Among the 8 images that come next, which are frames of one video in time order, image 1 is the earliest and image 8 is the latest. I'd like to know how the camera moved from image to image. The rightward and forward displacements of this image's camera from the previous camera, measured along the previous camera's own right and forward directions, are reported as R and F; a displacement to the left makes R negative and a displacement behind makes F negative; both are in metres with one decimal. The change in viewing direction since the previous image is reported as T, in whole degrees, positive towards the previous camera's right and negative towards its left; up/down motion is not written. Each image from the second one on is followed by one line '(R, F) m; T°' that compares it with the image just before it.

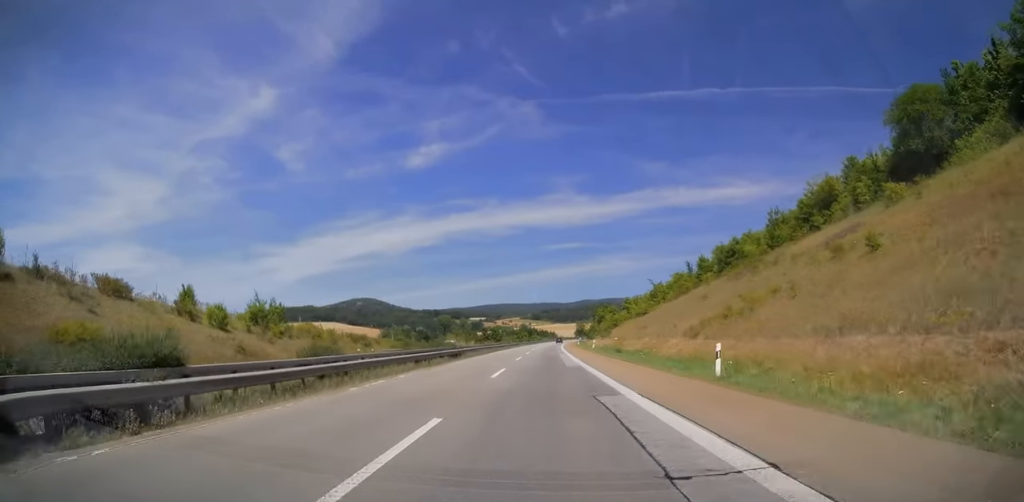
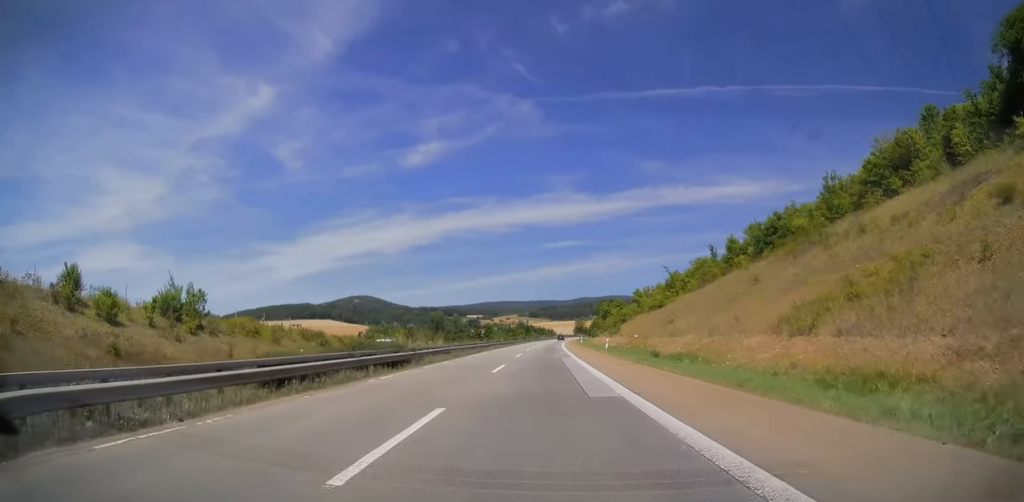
(0.0, +16.5) m; 0°
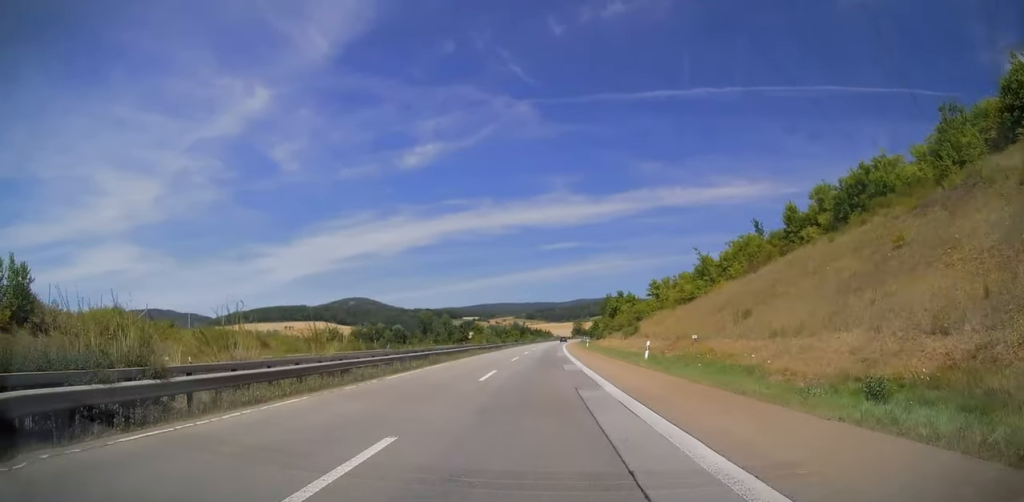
(0.0, +21.1) m; 0°
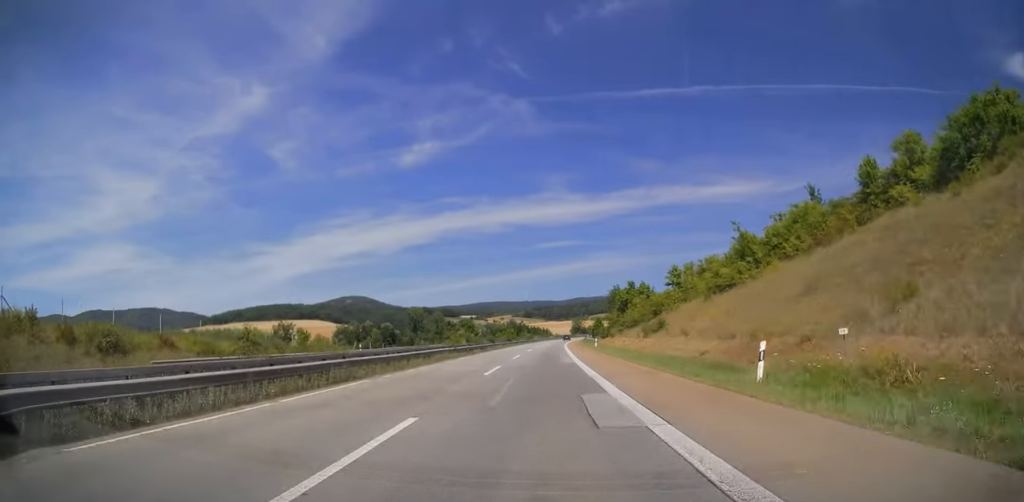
(0.0, +16.0) m; 0°
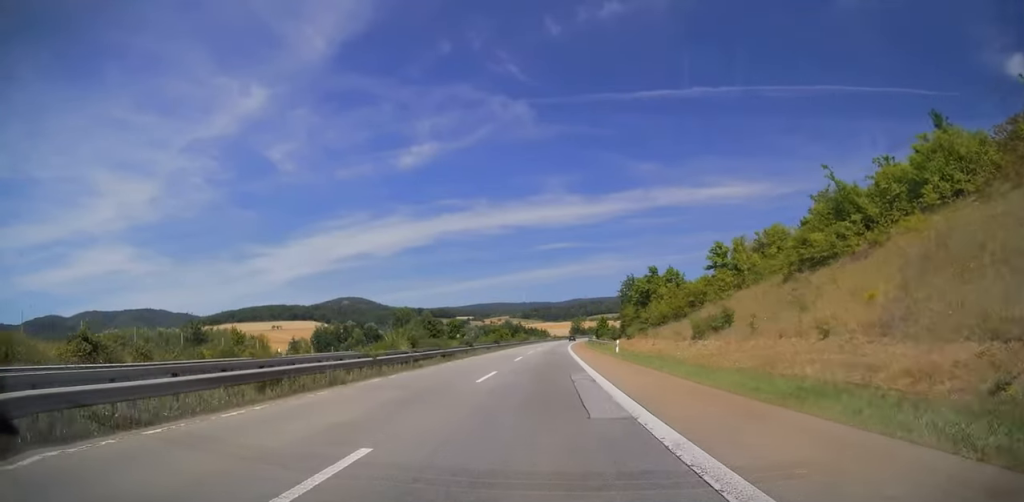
(0.0, +20.6) m; 0°
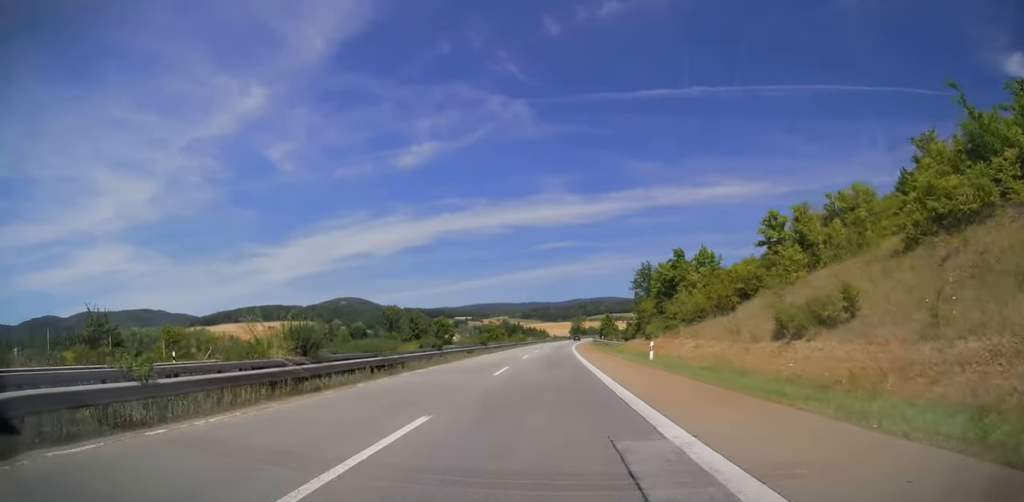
(0.0, +14.4) m; 0°
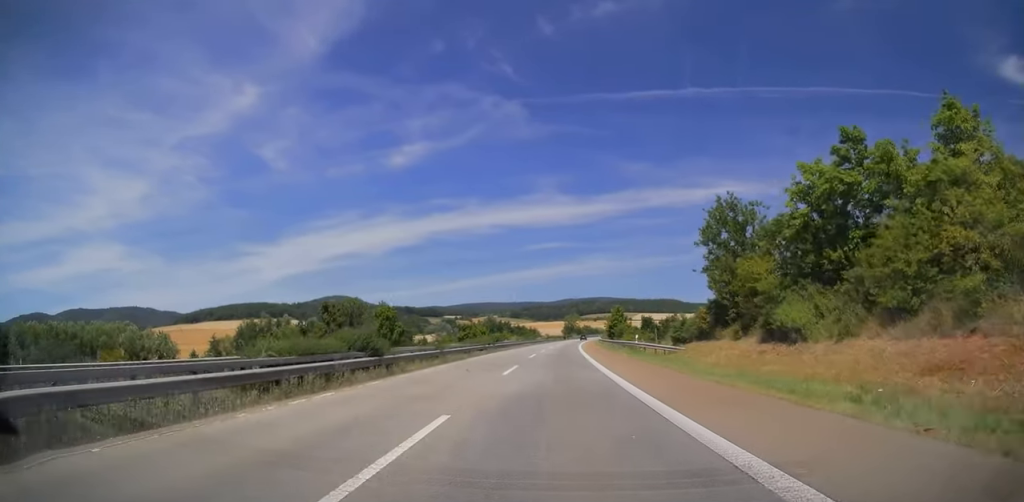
(+0.2, +35.4) m; 0°
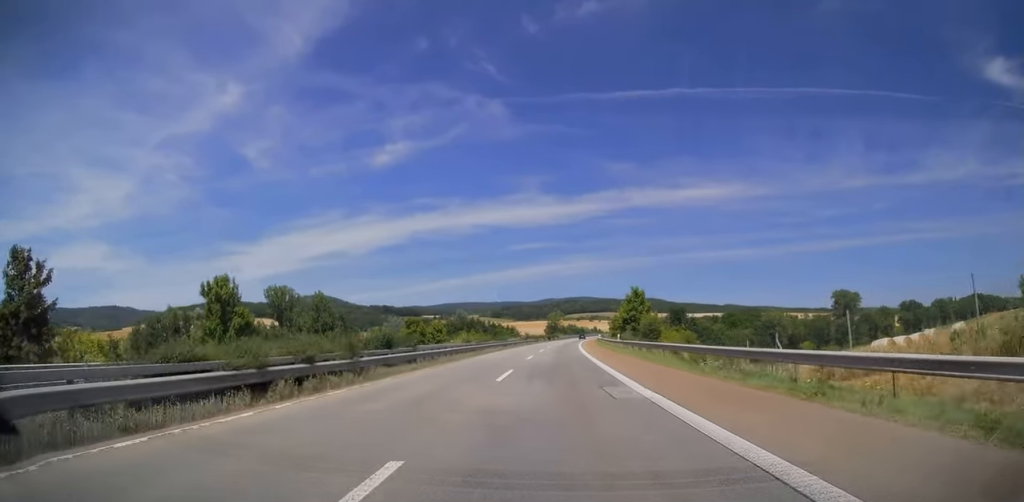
(+0.2, +39.6) m; +1°
